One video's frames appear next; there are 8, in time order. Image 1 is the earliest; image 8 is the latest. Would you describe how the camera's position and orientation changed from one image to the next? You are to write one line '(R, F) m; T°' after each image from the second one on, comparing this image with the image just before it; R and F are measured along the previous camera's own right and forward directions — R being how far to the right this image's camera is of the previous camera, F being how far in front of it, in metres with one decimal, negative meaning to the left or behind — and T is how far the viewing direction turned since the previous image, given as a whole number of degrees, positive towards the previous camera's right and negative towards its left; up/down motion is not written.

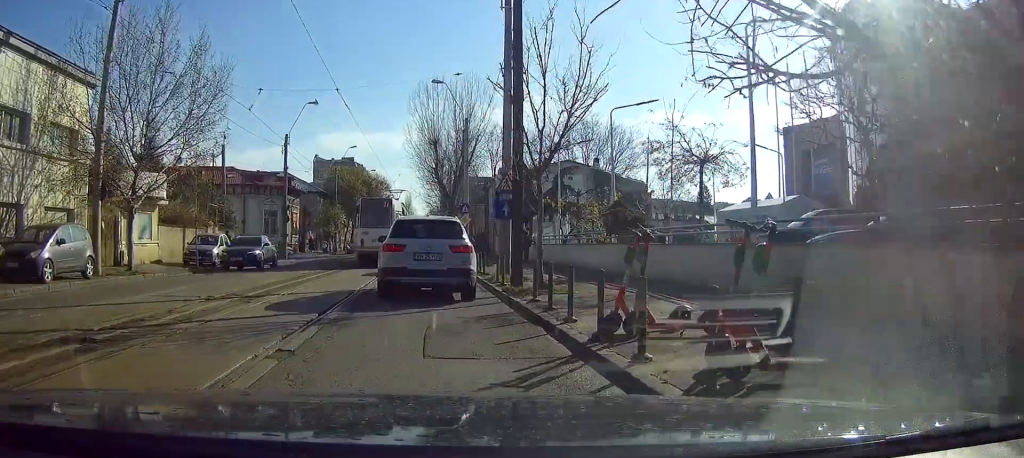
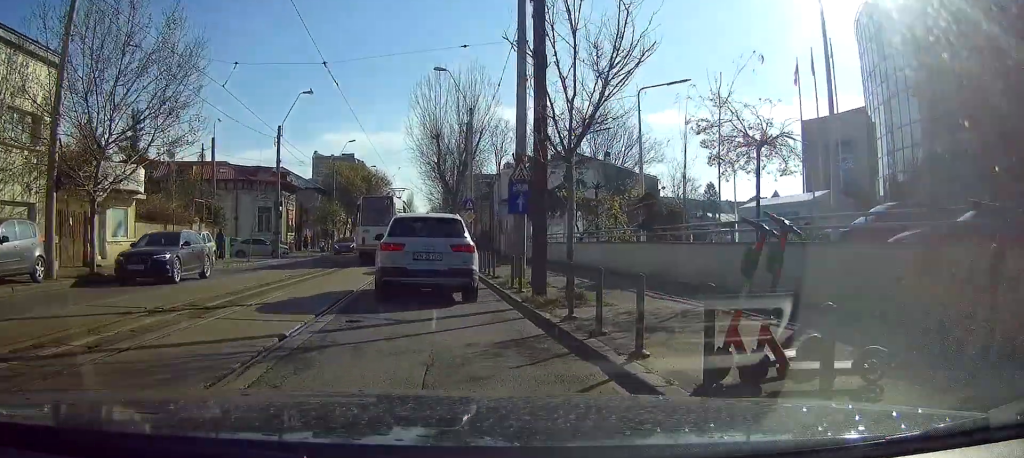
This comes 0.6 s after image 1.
(0.0, +3.0) m; 0°
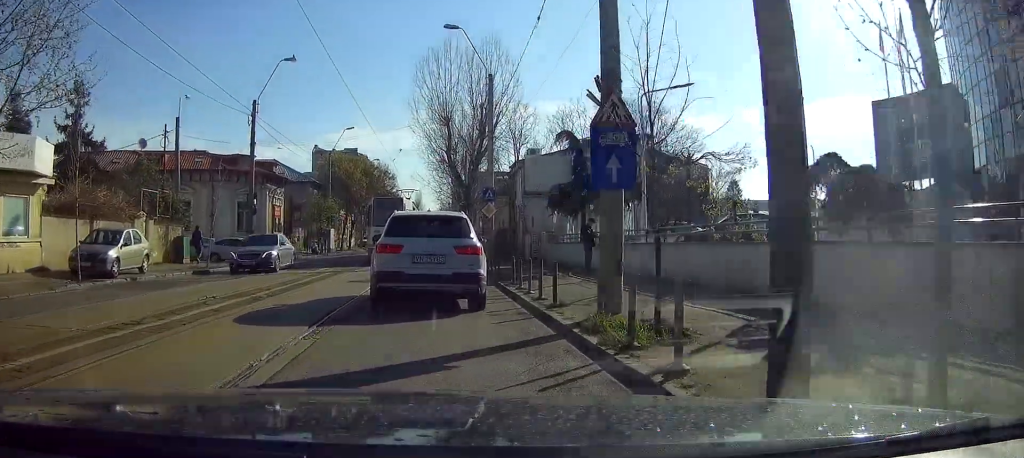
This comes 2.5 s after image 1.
(0.0, +9.0) m; 0°
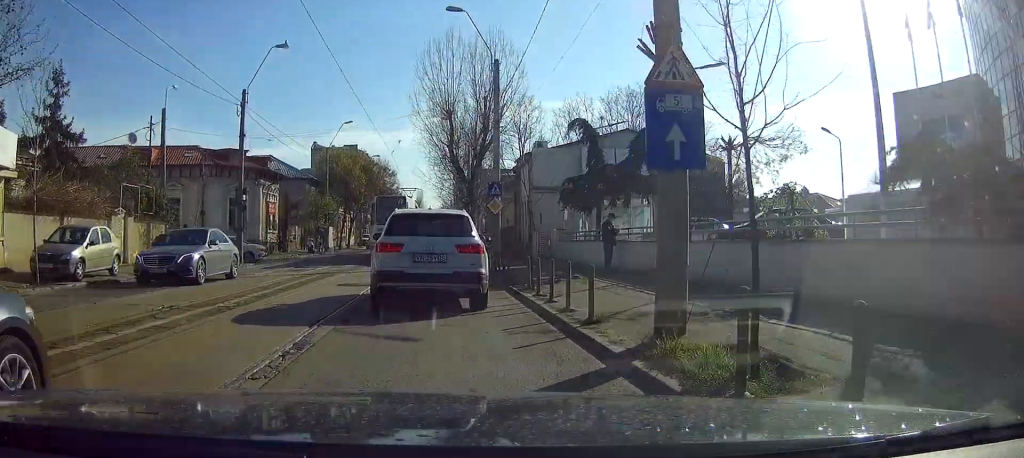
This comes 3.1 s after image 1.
(0.0, +2.6) m; 0°
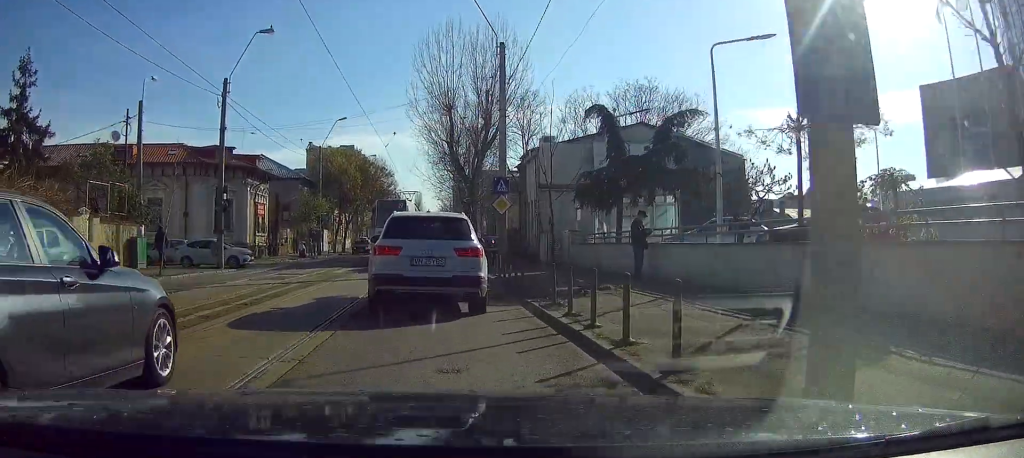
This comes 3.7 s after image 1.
(0.0, +3.4) m; 0°
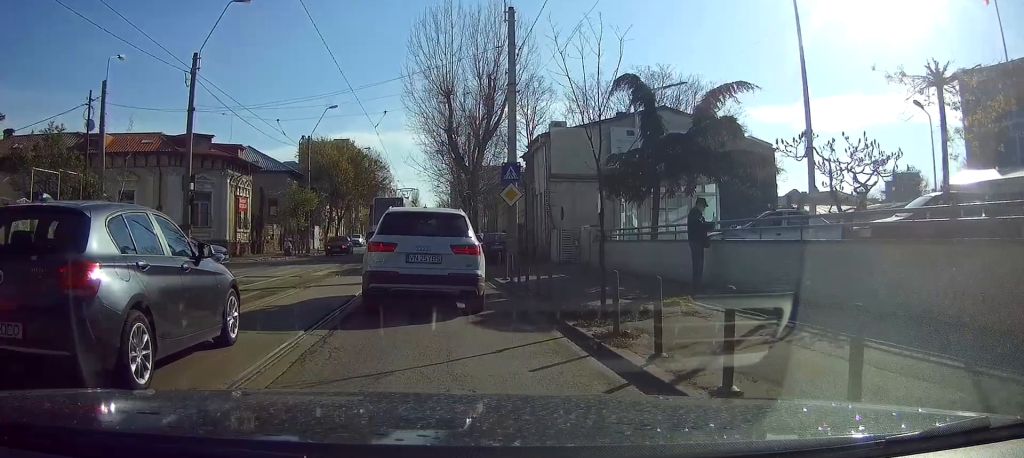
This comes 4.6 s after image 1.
(0.0, +4.3) m; 0°
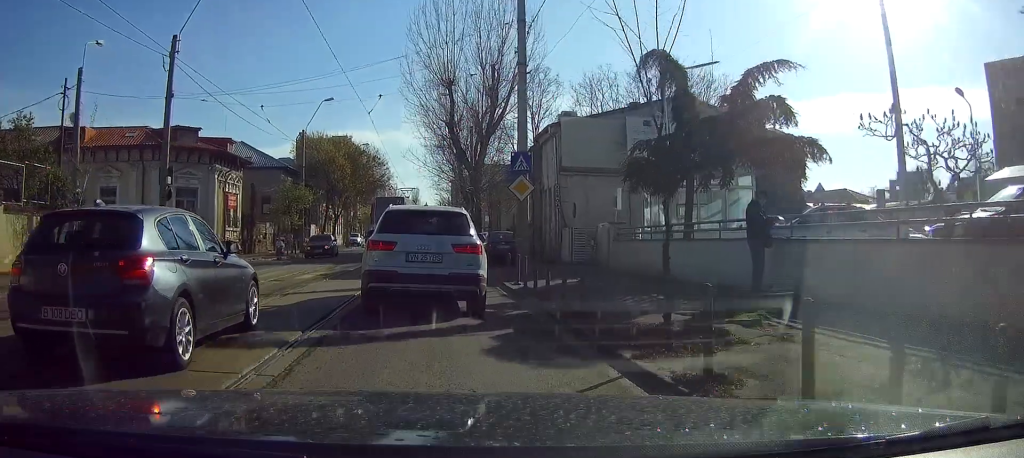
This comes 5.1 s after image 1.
(0.0, +2.6) m; 0°
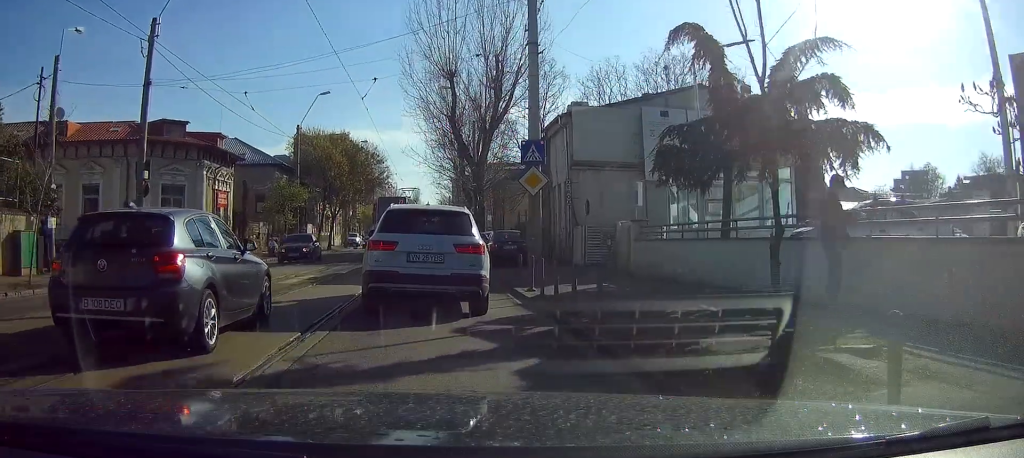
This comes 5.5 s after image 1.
(0.0, +2.2) m; 0°
